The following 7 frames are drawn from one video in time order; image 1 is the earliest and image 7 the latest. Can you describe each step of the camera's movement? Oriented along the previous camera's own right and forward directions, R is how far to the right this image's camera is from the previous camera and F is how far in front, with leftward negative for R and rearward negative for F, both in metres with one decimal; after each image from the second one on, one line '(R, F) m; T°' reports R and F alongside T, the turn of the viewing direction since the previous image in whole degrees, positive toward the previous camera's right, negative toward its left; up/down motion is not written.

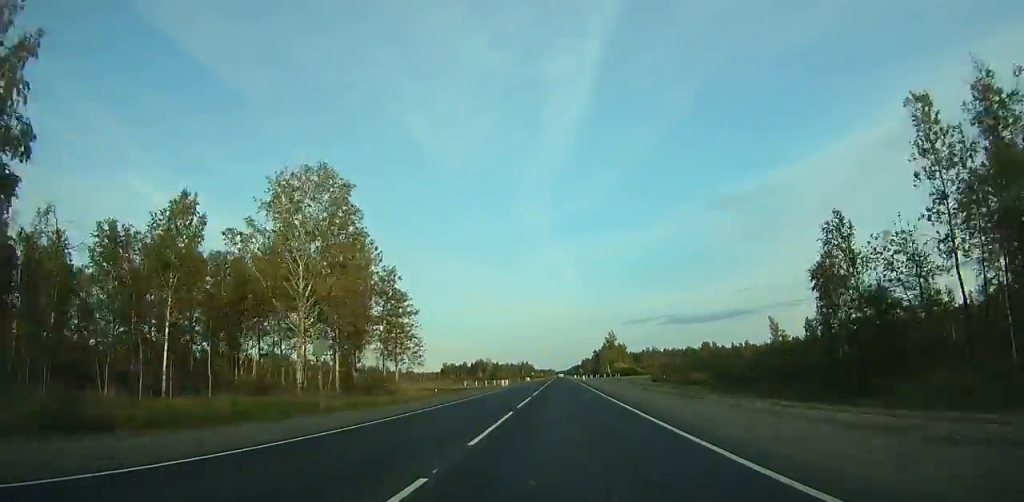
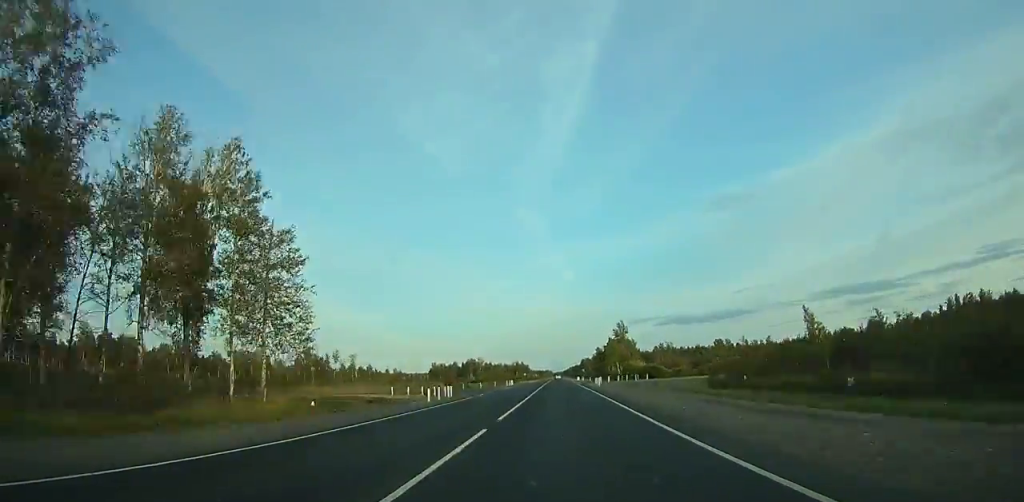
(0.0, +39.6) m; 0°
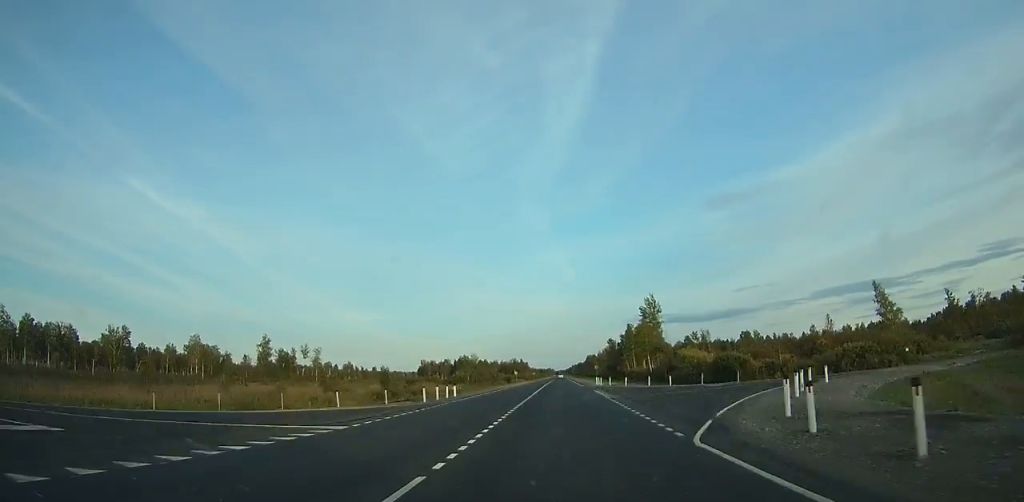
(-0.1, +52.3) m; 0°
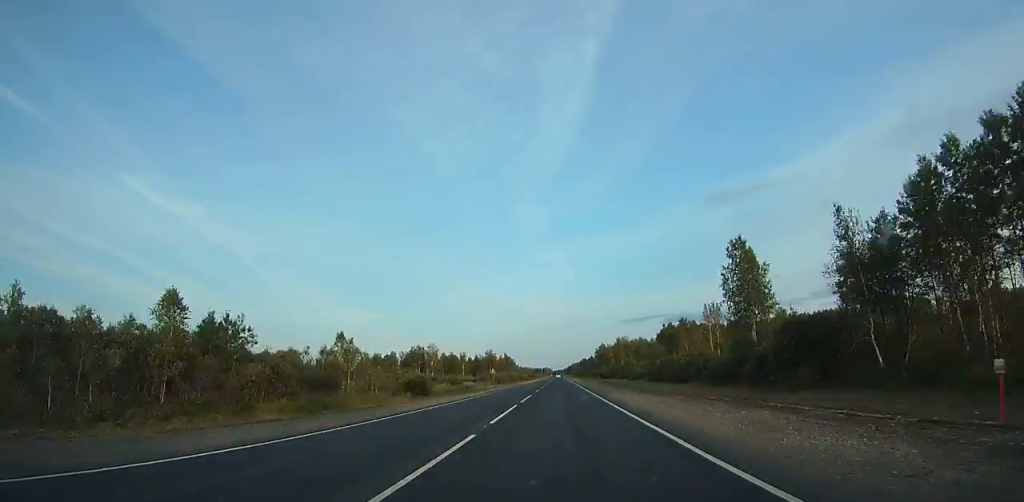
(-0.1, +152.1) m; 0°
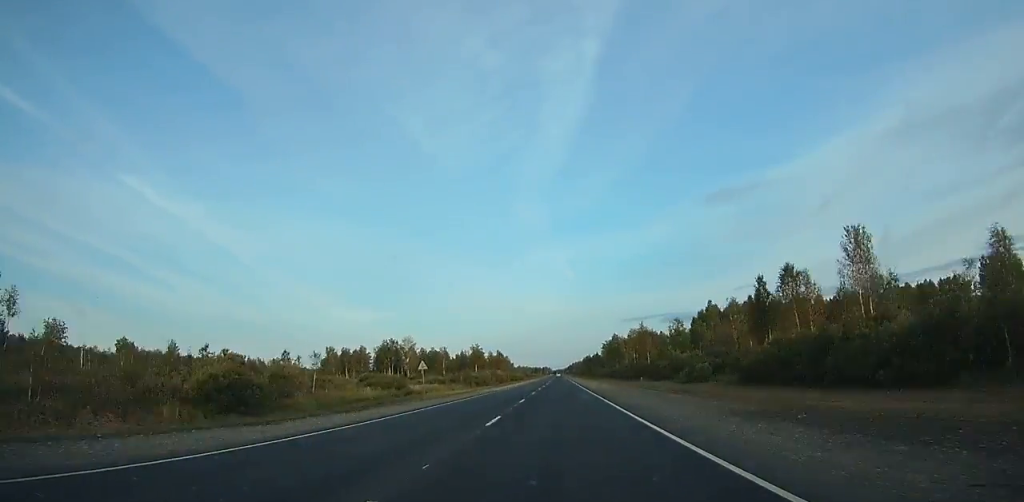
(-0.1, +54.8) m; 0°
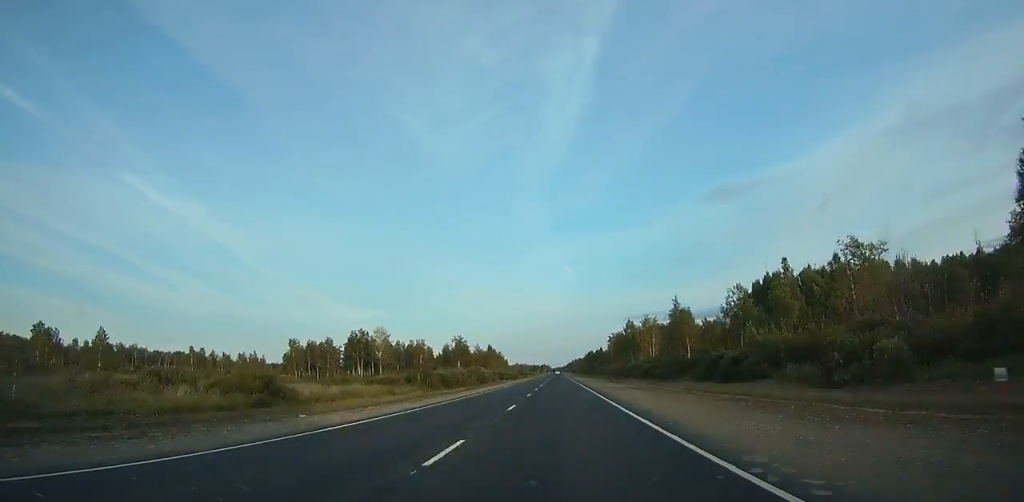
(+0.3, +43.0) m; 0°
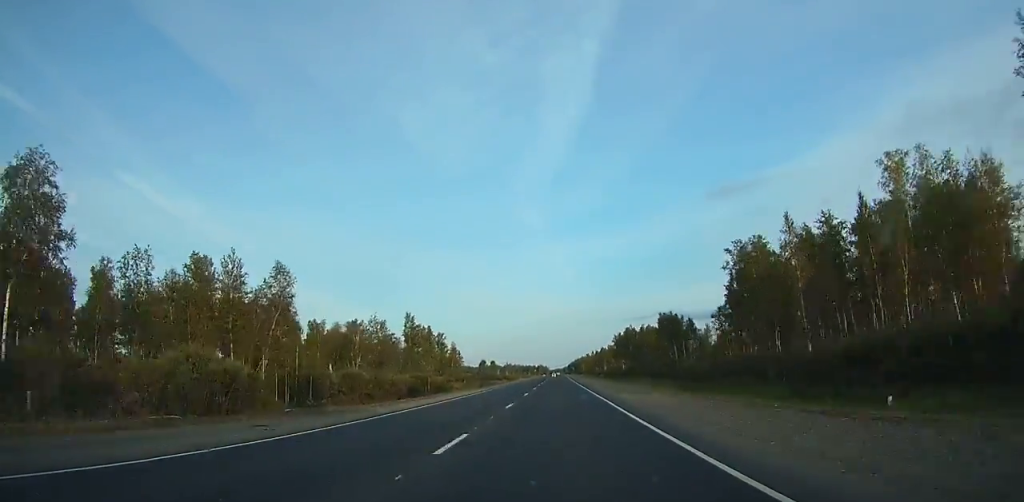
(-0.1, +193.4) m; 0°
